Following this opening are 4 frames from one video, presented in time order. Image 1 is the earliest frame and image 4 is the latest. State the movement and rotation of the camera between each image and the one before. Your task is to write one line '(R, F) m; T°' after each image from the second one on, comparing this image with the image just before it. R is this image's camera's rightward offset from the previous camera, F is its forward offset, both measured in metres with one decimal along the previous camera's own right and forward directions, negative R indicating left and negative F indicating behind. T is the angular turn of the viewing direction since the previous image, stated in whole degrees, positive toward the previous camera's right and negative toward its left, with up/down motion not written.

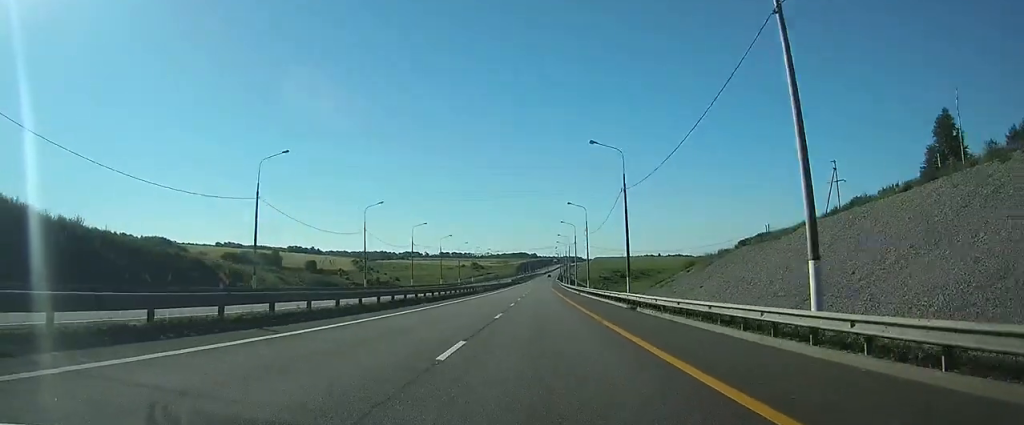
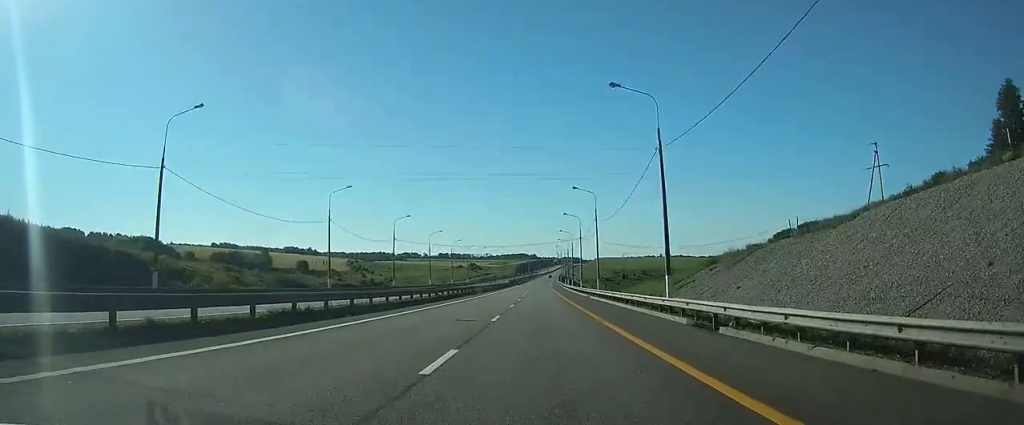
(0.0, +13.3) m; 0°
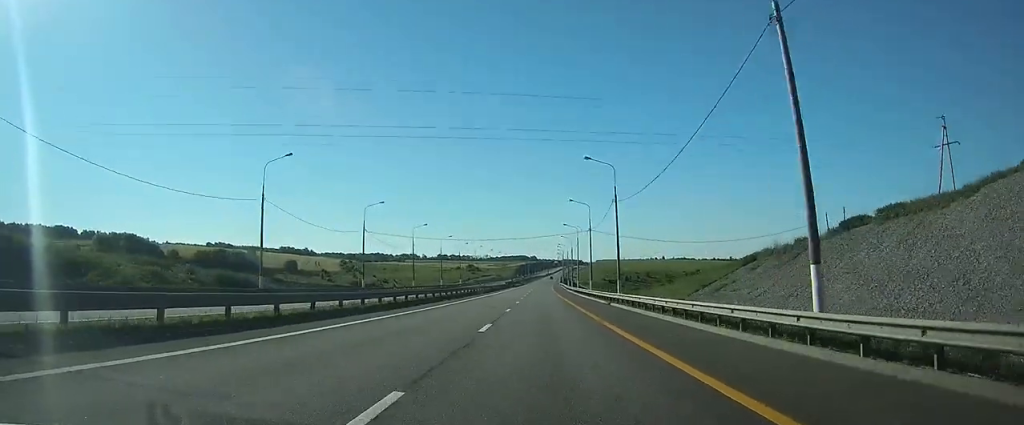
(0.0, +16.4) m; 0°
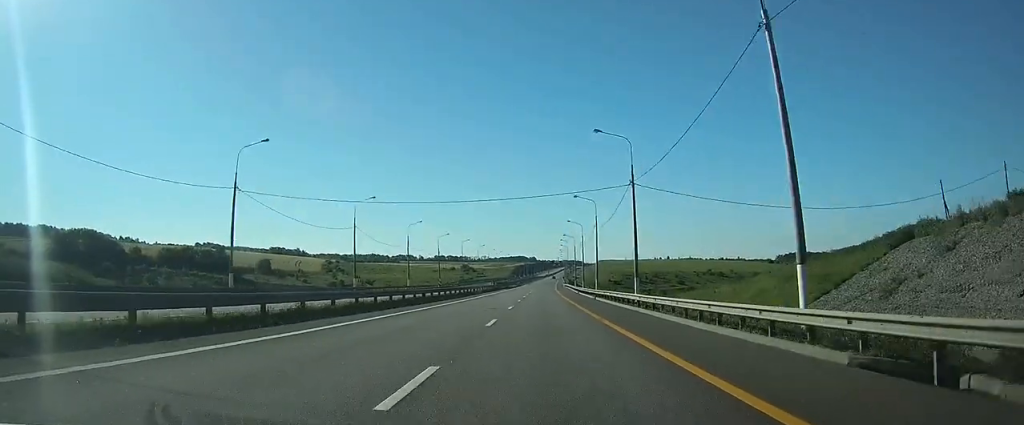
(0.0, +33.7) m; 0°
